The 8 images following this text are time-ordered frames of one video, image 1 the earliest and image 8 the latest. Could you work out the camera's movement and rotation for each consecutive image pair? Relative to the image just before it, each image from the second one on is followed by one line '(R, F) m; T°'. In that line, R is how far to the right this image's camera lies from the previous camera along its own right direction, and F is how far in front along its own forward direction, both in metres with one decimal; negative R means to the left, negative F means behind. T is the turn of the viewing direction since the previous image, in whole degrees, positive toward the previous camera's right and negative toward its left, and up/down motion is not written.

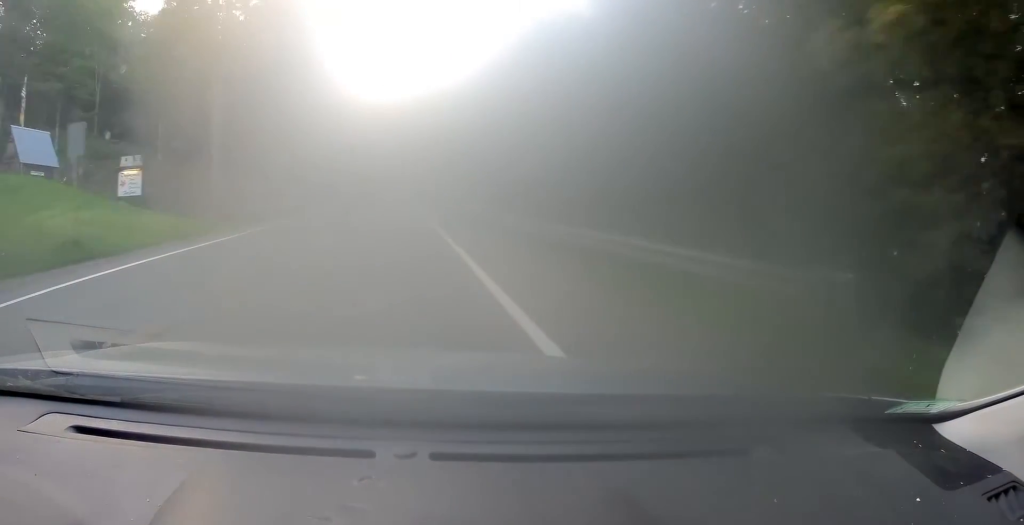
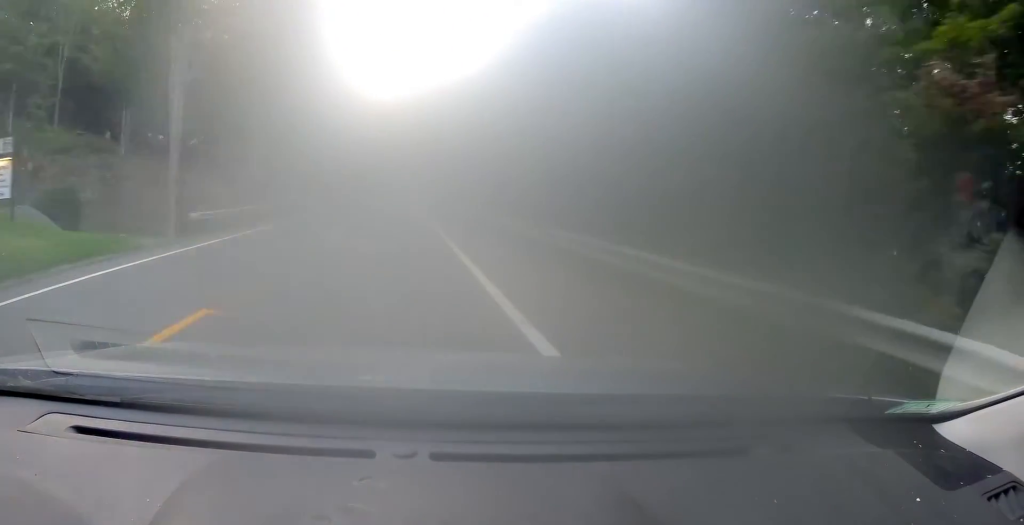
(+0.2, +9.8) m; 0°
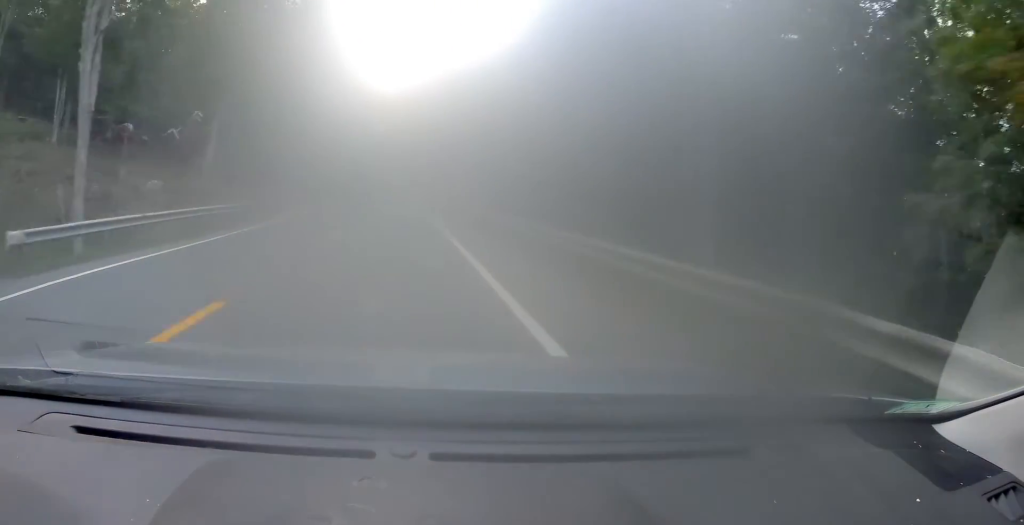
(-0.5, +13.0) m; -1°
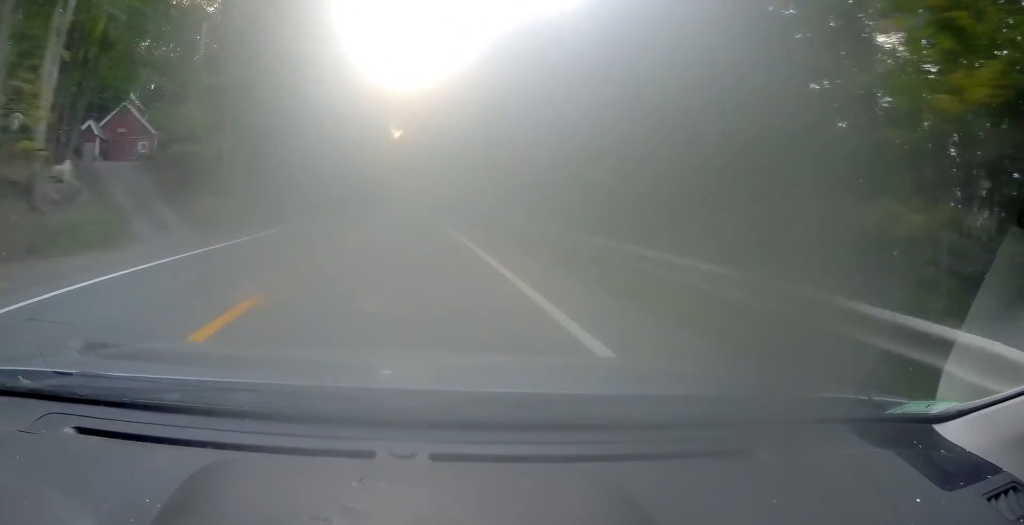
(-0.2, +24.4) m; -1°
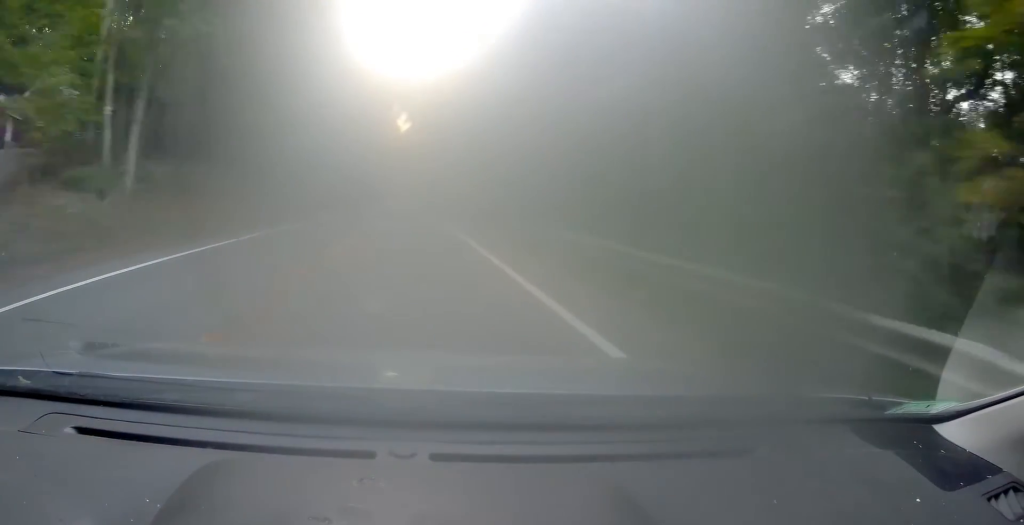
(+0.1, +13.7) m; 0°
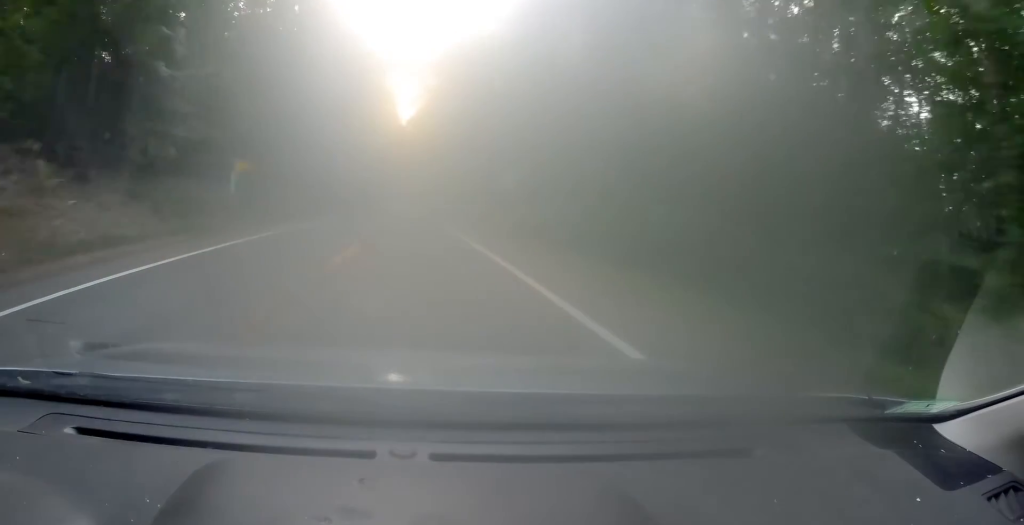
(-0.4, +25.4) m; 0°
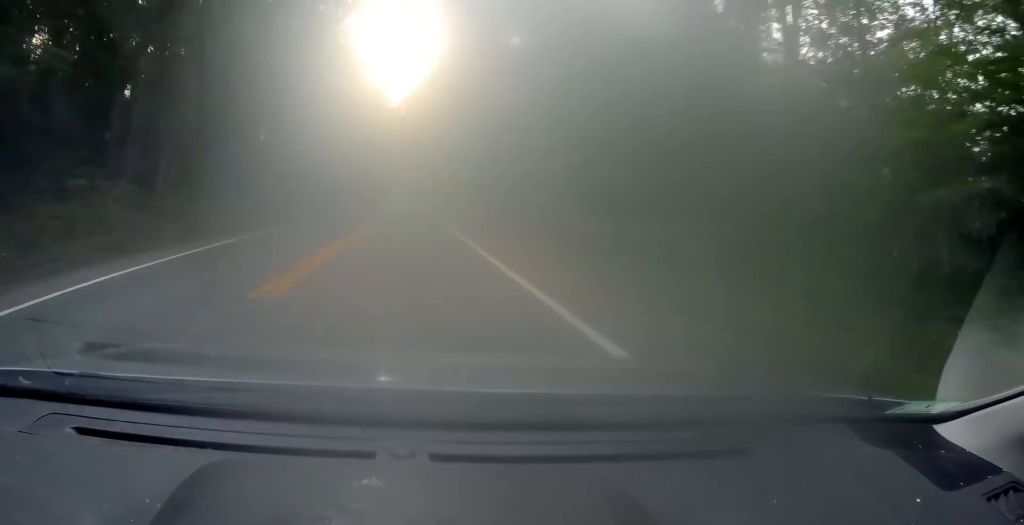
(+0.4, +27.4) m; -1°
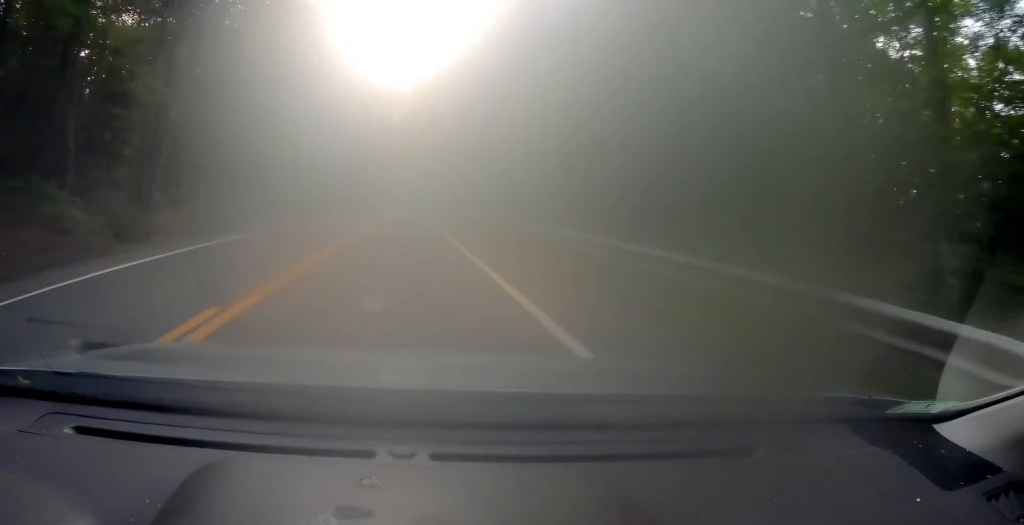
(-0.7, +27.1) m; -2°
